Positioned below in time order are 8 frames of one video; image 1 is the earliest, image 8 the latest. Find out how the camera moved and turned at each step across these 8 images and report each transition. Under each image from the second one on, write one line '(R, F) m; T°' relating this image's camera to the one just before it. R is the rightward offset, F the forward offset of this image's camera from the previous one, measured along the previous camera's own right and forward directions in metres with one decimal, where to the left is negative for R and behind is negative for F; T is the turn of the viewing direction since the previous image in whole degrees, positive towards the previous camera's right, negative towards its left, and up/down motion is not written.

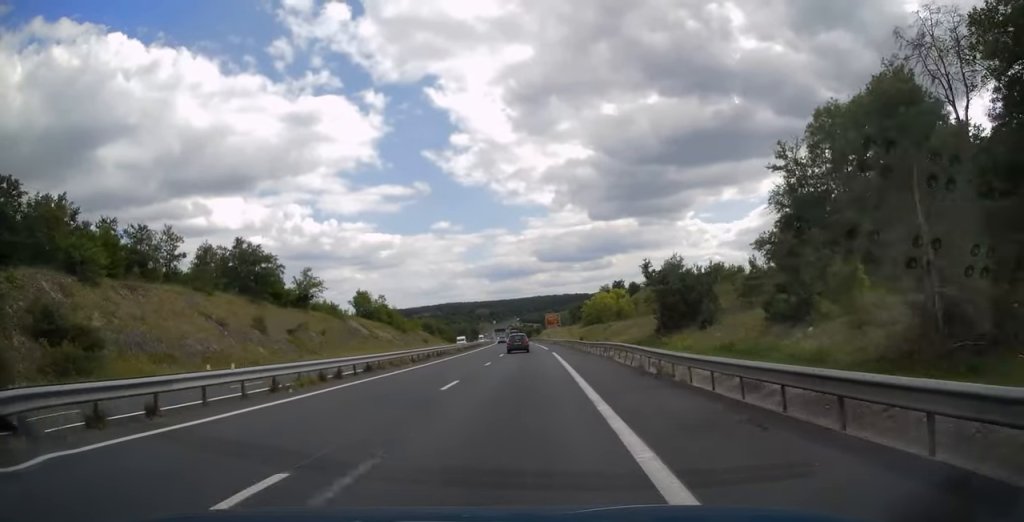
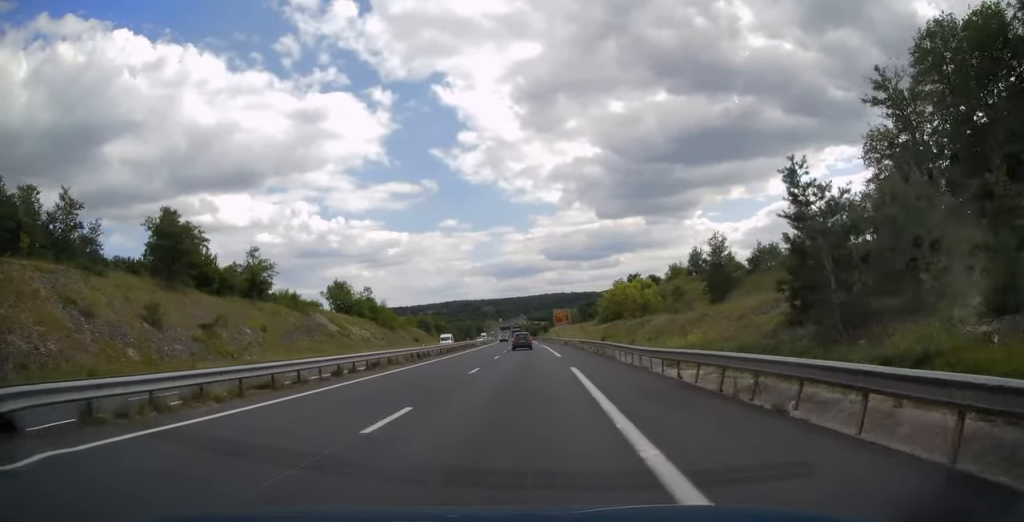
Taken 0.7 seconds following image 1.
(-0.1, +20.2) m; -1°
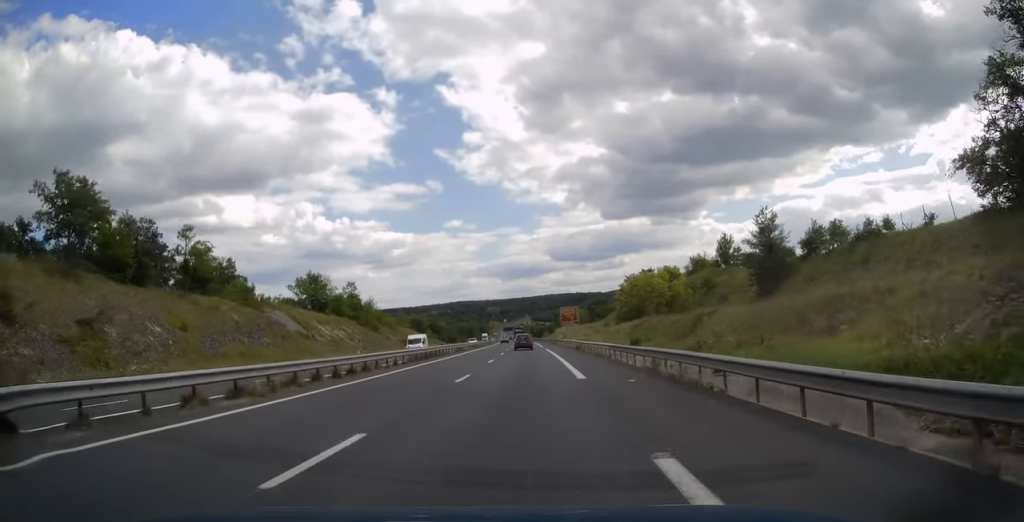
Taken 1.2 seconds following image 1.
(0.0, +16.2) m; -1°
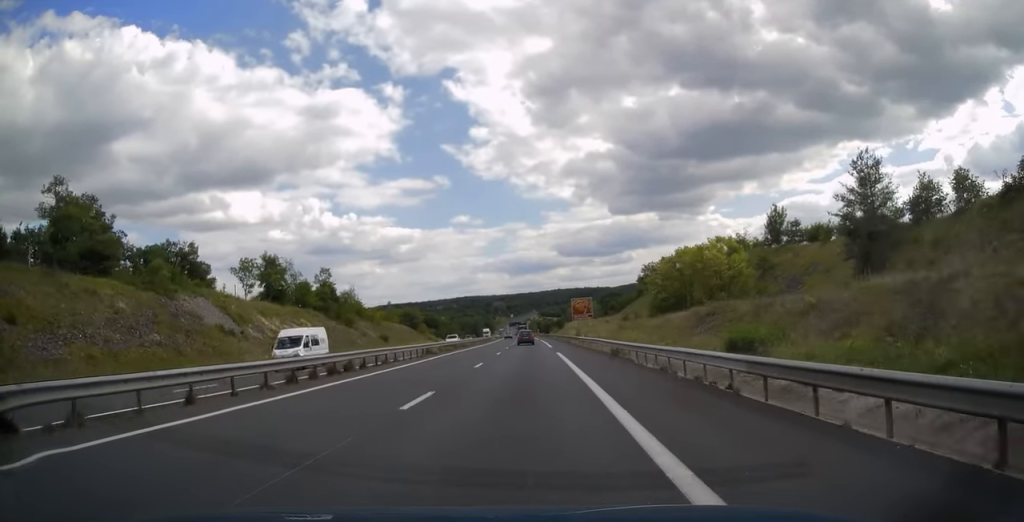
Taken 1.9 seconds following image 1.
(-0.2, +20.2) m; -1°
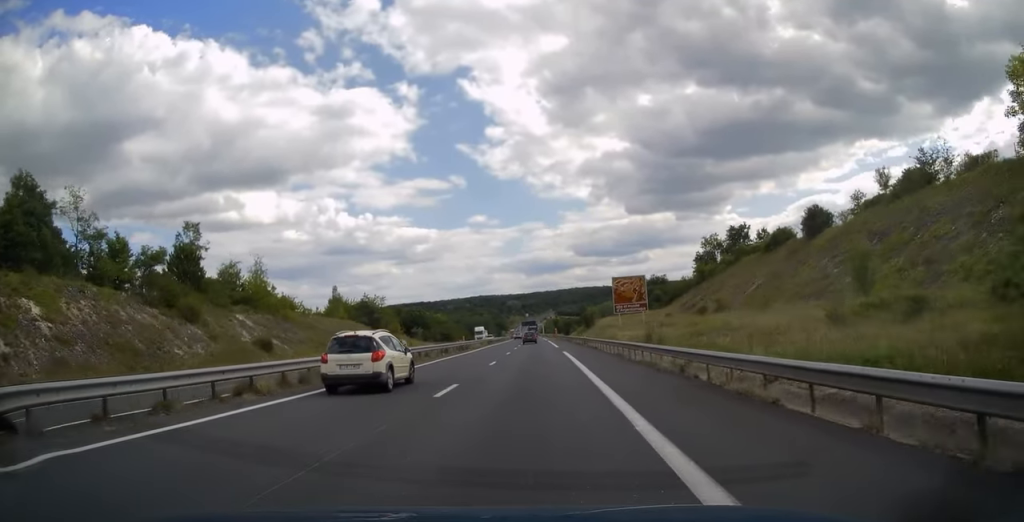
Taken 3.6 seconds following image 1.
(-0.6, +48.9) m; -1°
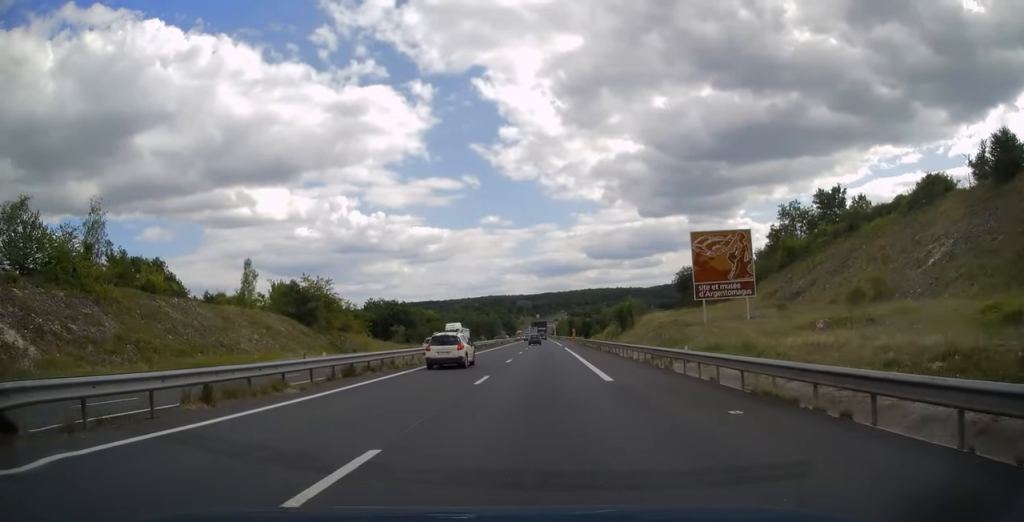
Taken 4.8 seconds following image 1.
(-0.2, +34.1) m; 0°
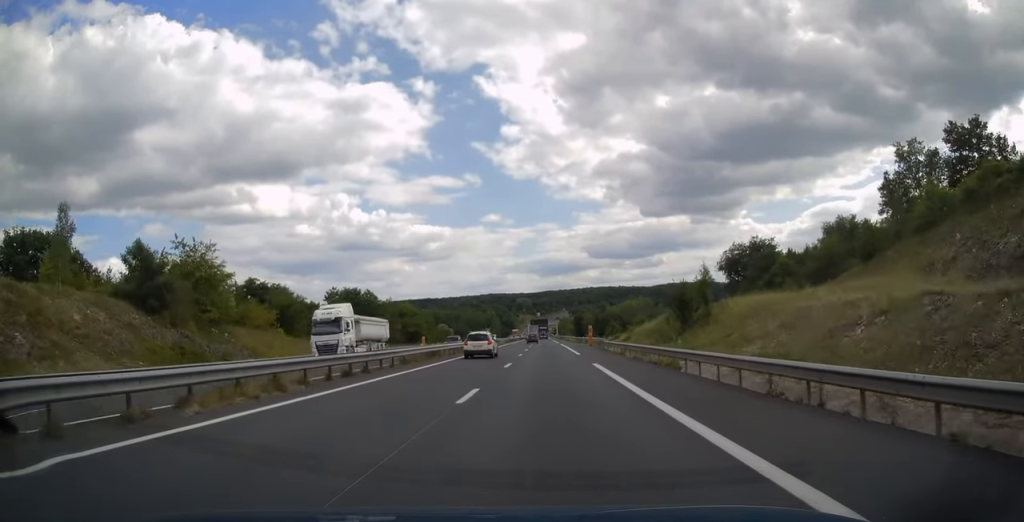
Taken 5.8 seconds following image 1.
(-0.1, +29.7) m; 0°
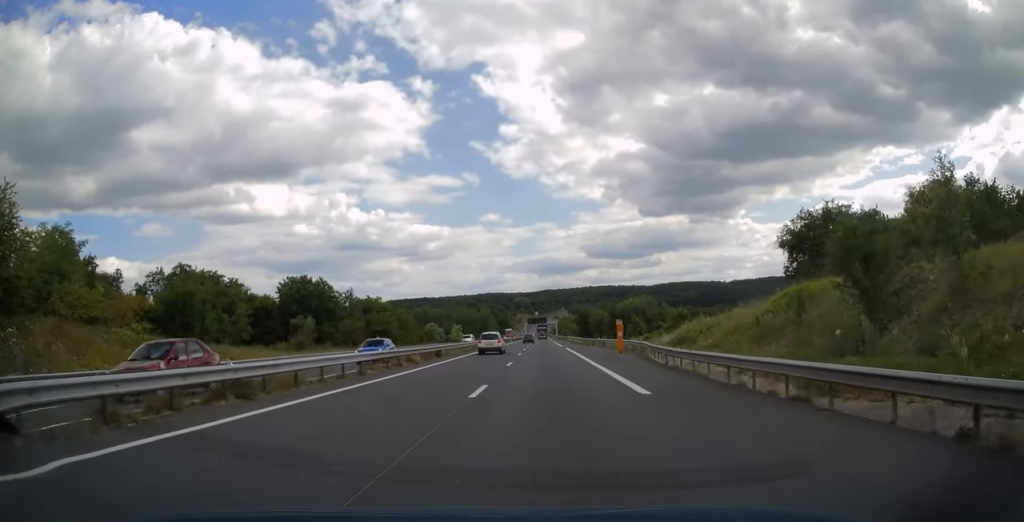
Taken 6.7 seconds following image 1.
(0.0, +22.9) m; 0°
